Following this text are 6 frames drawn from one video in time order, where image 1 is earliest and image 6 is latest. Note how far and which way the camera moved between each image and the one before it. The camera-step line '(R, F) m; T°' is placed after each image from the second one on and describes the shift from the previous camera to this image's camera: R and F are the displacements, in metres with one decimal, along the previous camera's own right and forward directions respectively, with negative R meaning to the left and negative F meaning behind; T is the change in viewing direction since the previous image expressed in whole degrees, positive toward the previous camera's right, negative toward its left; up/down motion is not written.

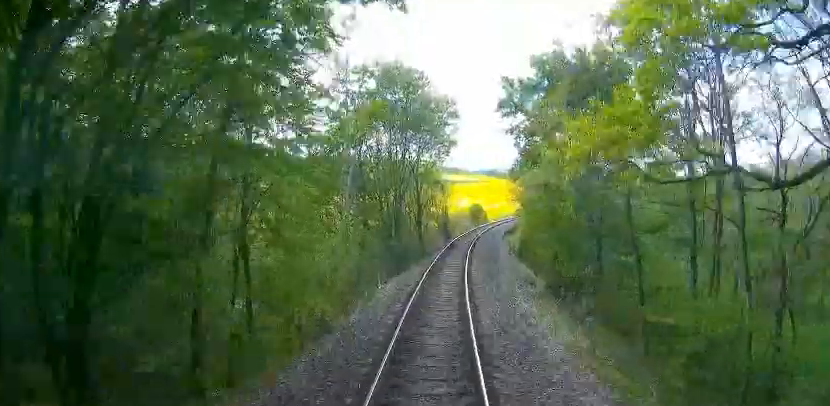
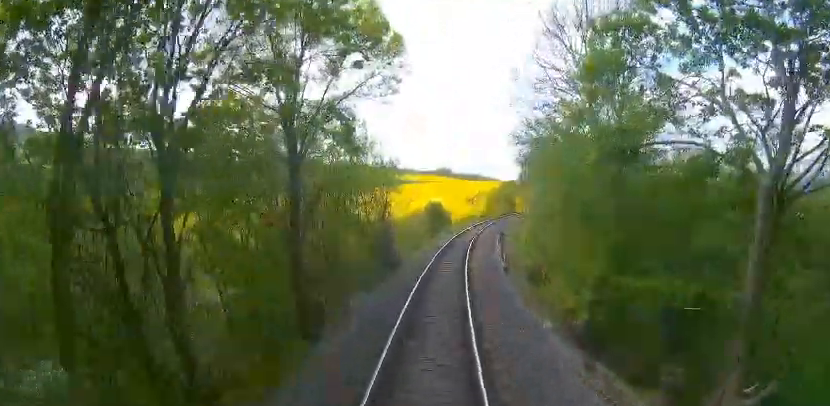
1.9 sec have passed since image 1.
(+1.7, +25.9) m; +6°
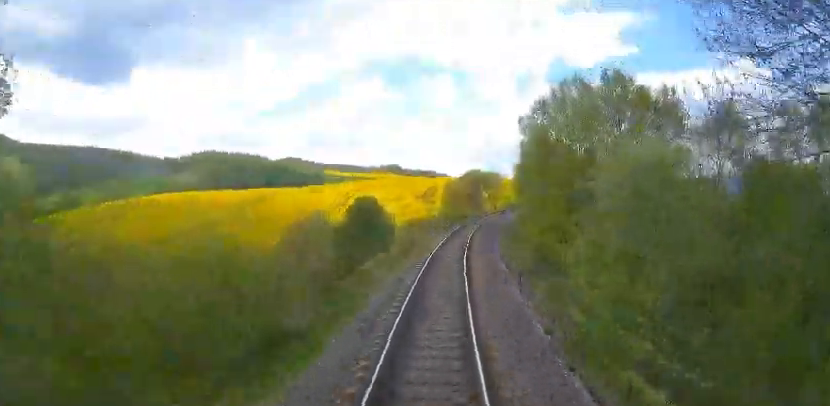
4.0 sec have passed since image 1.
(+1.6, +27.5) m; +7°
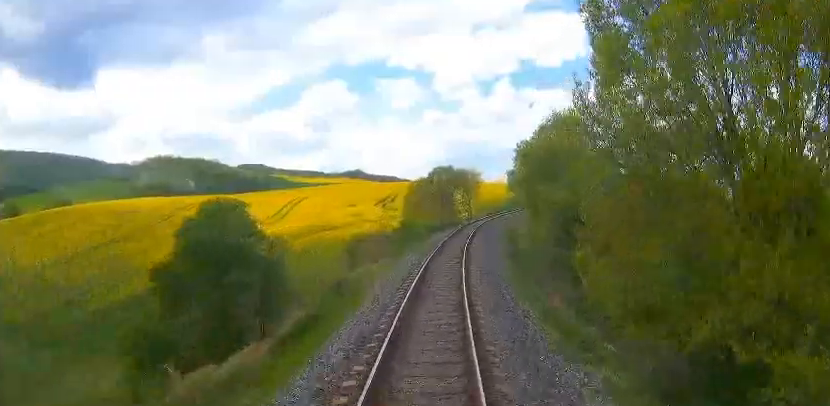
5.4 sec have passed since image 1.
(+0.5, +19.9) m; +5°
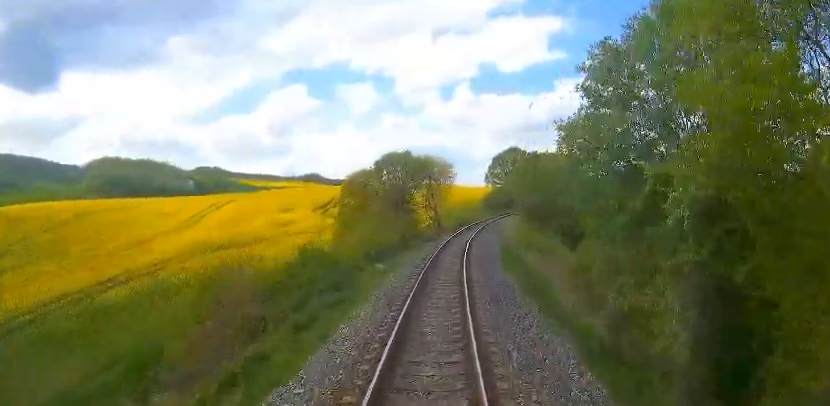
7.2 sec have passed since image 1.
(+1.2, +24.0) m; +4°
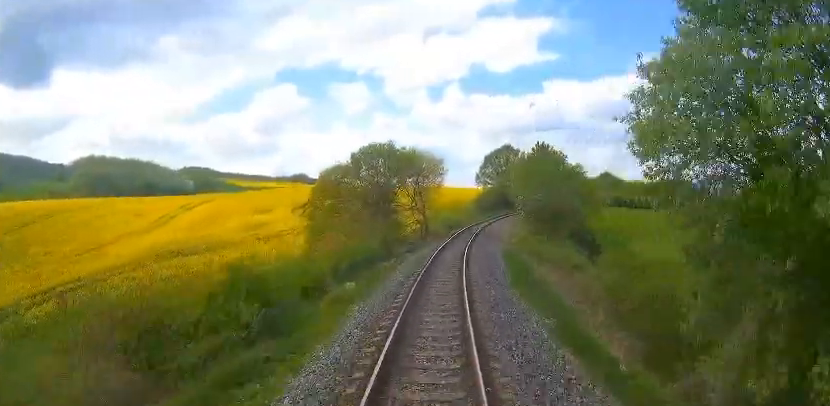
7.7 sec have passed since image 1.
(-0.2, +6.8) m; +1°
